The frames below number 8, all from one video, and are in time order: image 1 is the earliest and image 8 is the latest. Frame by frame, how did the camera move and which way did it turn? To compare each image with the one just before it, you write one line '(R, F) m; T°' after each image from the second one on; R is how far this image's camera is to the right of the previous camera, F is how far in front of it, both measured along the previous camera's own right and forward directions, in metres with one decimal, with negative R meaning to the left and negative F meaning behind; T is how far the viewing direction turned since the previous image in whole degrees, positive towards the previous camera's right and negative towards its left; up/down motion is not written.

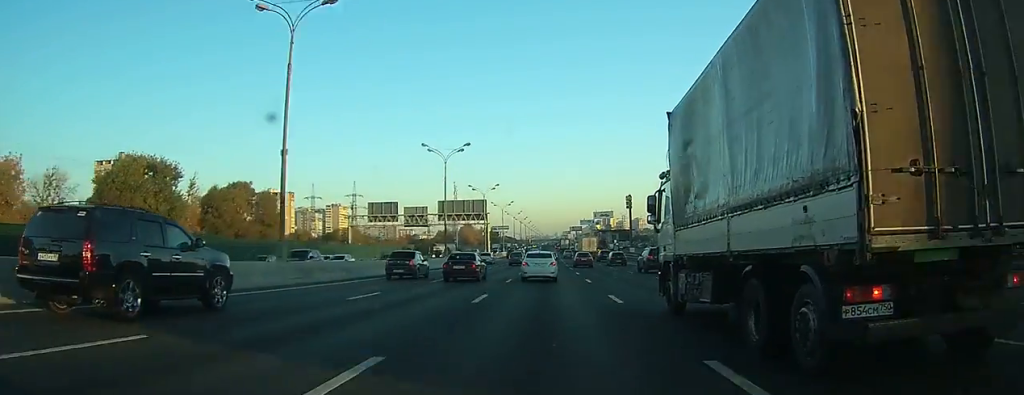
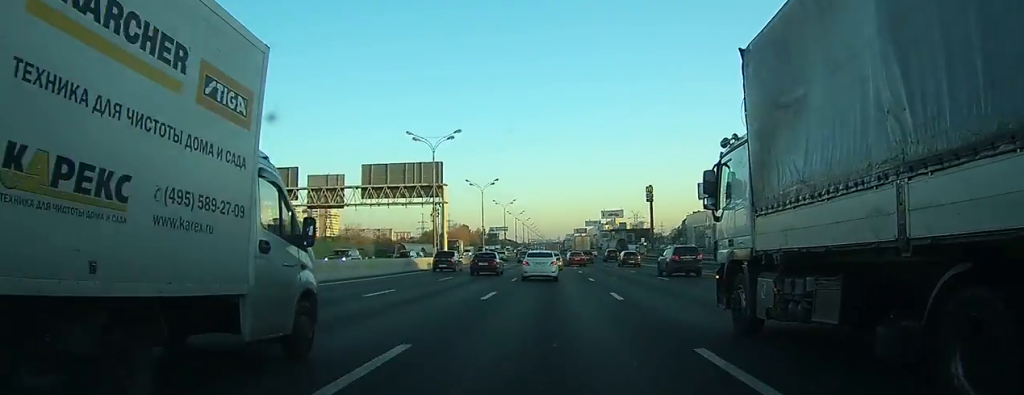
(0.0, +46.7) m; 0°
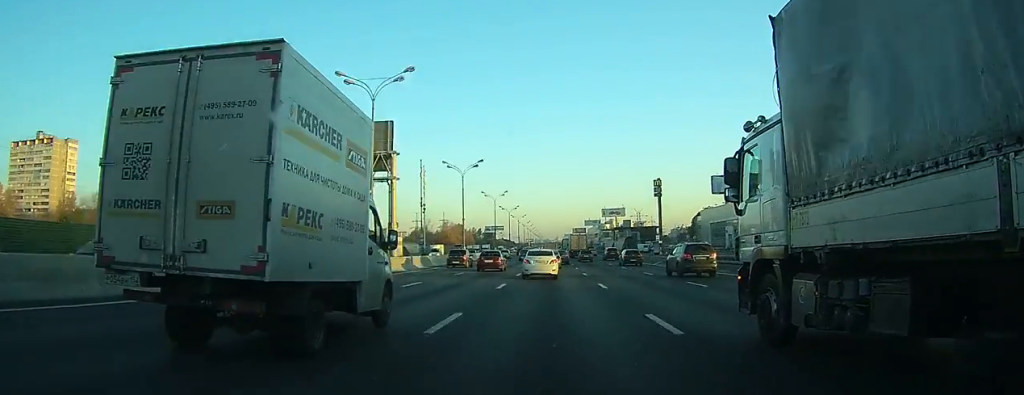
(0.0, +19.7) m; 0°
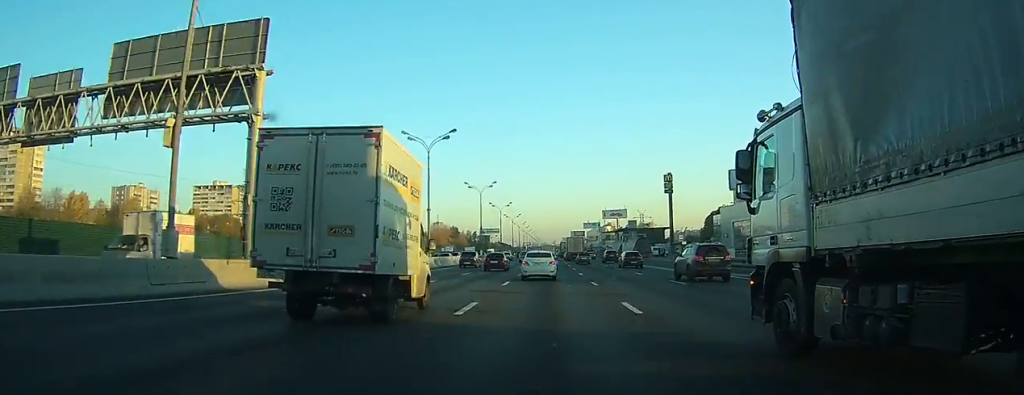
(0.0, +20.6) m; 0°
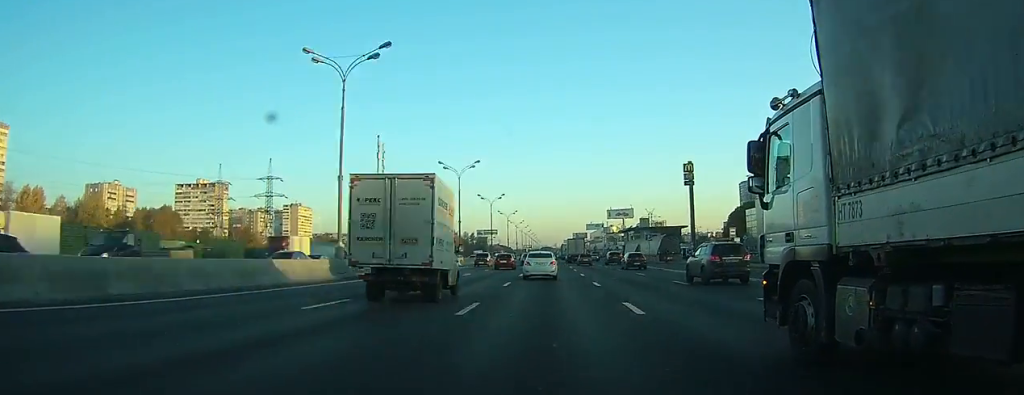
(0.0, +23.5) m; 0°
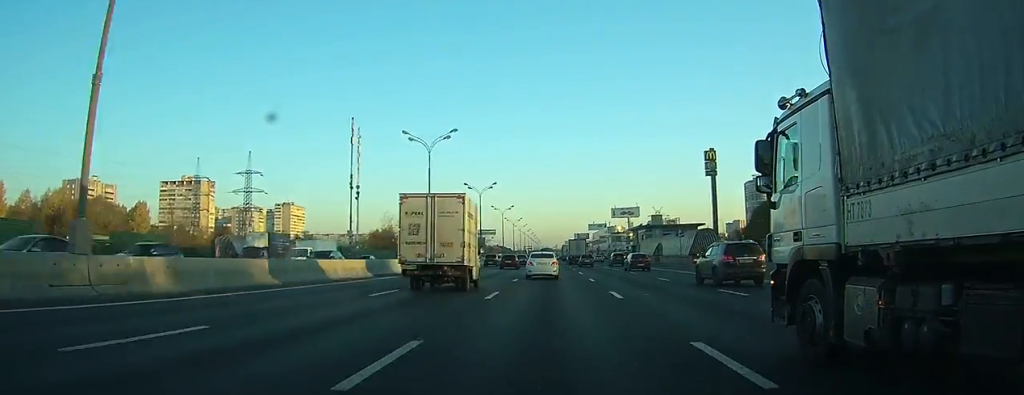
(0.0, +18.8) m; 0°
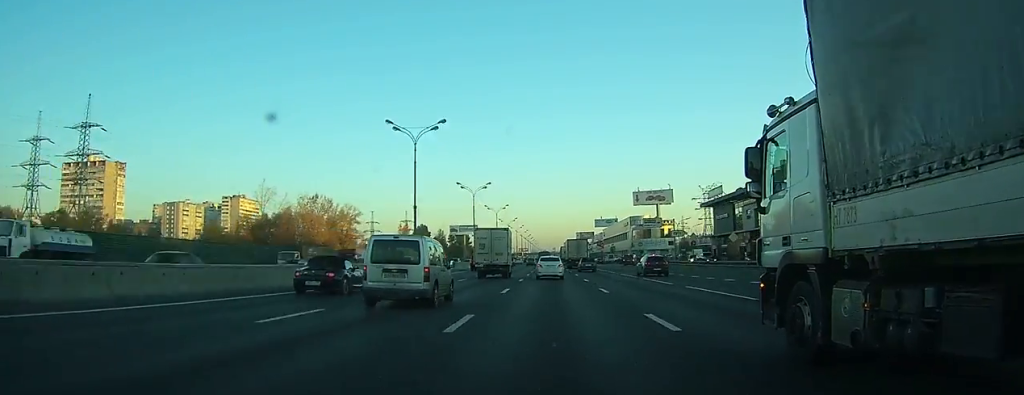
(+0.2, +89.9) m; 0°
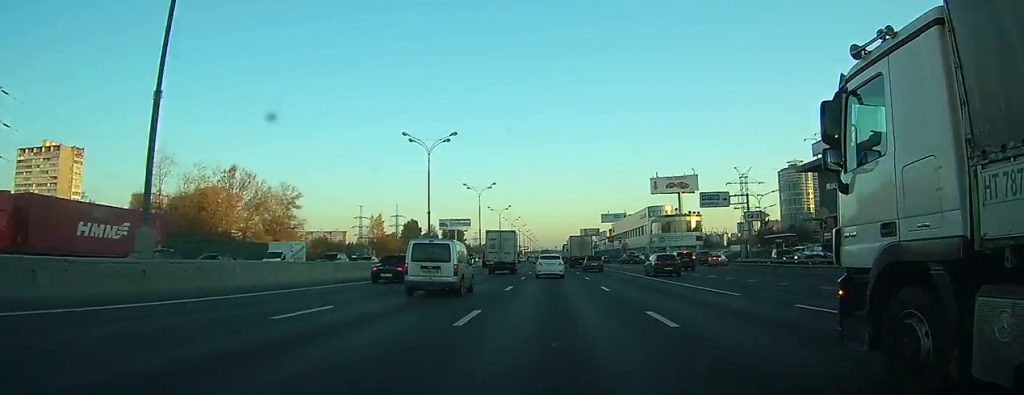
(0.0, +33.8) m; 0°
